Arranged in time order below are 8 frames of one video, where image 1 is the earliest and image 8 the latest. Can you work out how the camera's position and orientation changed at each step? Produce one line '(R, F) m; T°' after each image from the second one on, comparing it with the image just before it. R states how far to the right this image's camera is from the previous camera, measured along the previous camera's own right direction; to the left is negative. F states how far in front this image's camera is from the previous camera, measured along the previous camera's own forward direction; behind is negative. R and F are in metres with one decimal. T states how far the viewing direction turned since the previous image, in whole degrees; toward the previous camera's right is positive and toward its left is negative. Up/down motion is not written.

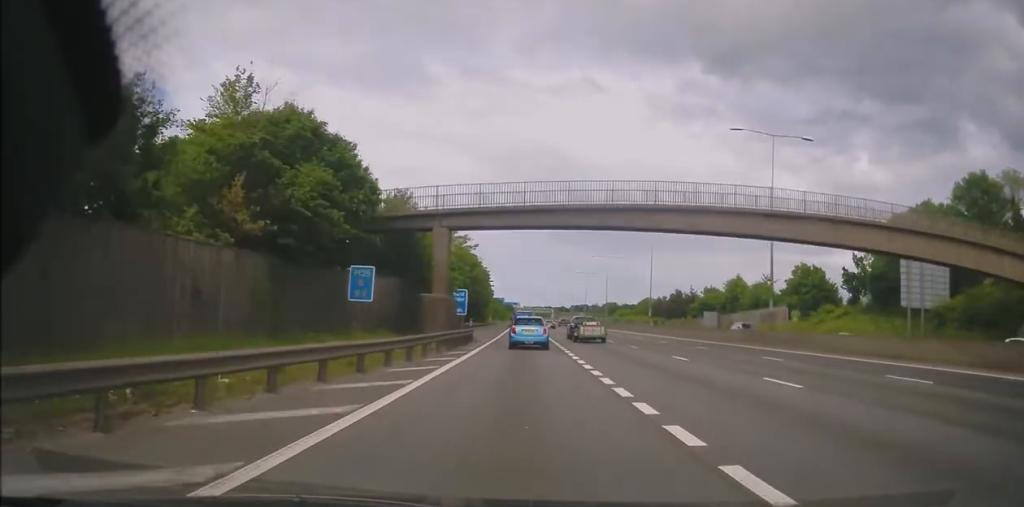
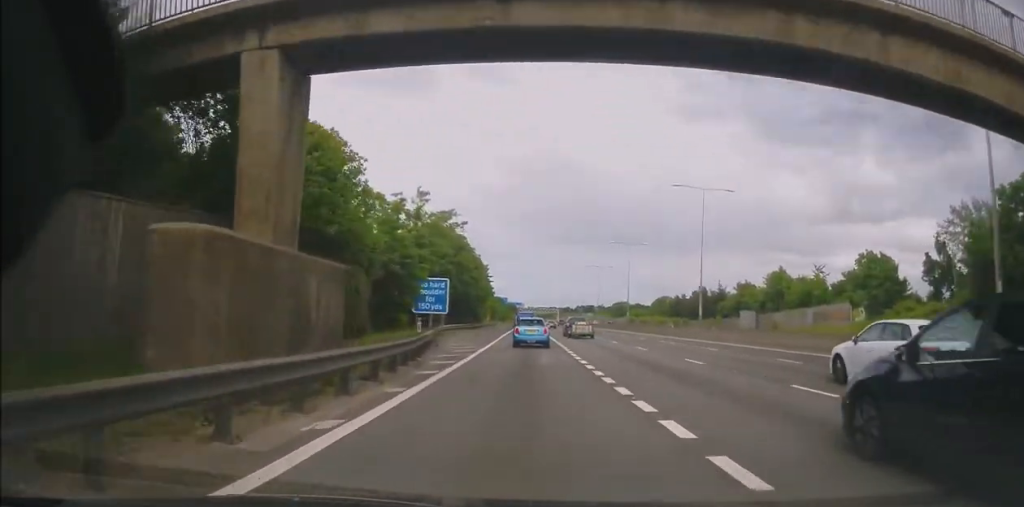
(-0.2, +19.8) m; -1°
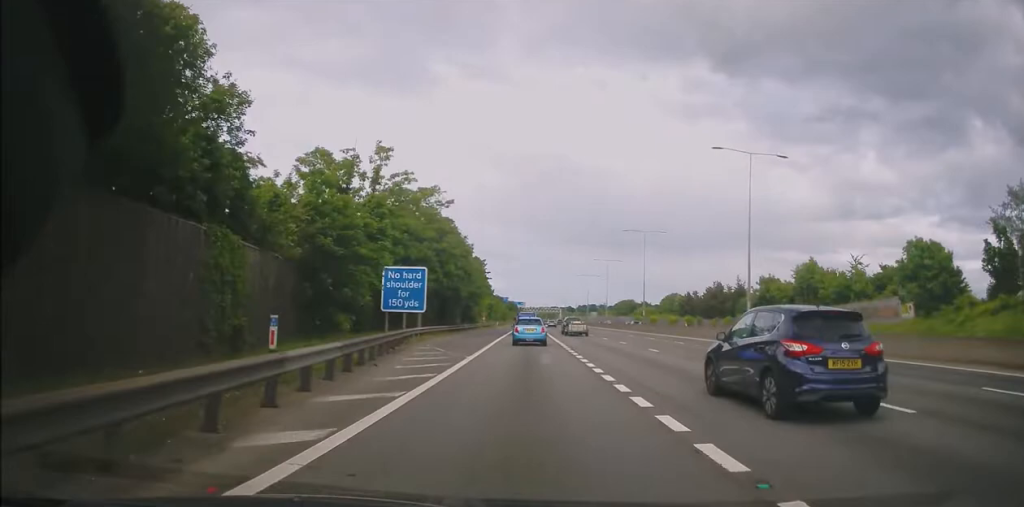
(0.0, +12.1) m; 0°
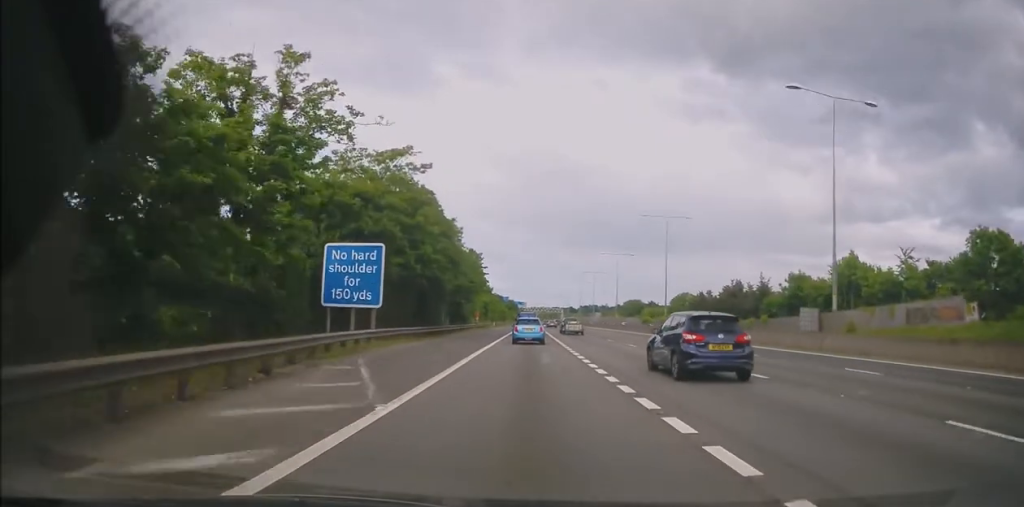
(0.0, +12.2) m; +1°
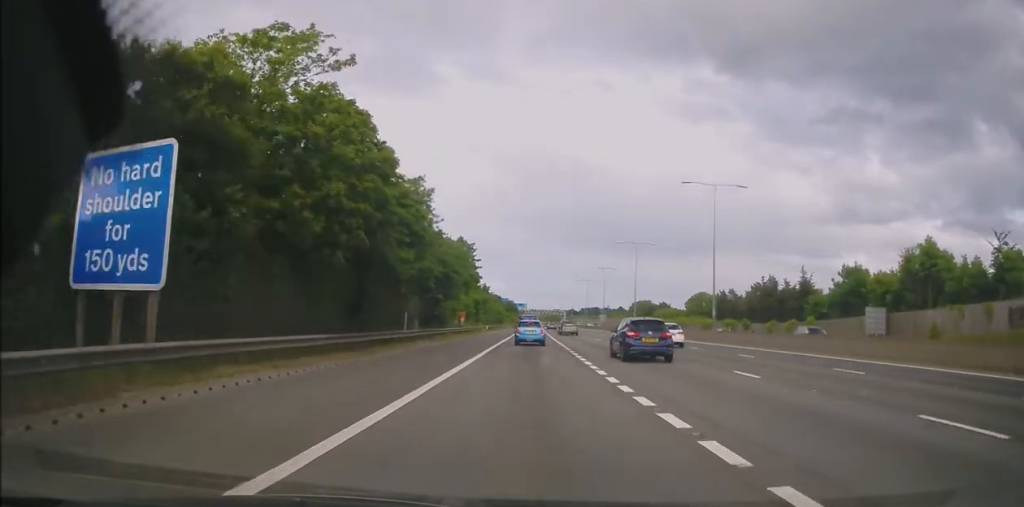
(+0.2, +17.5) m; 0°
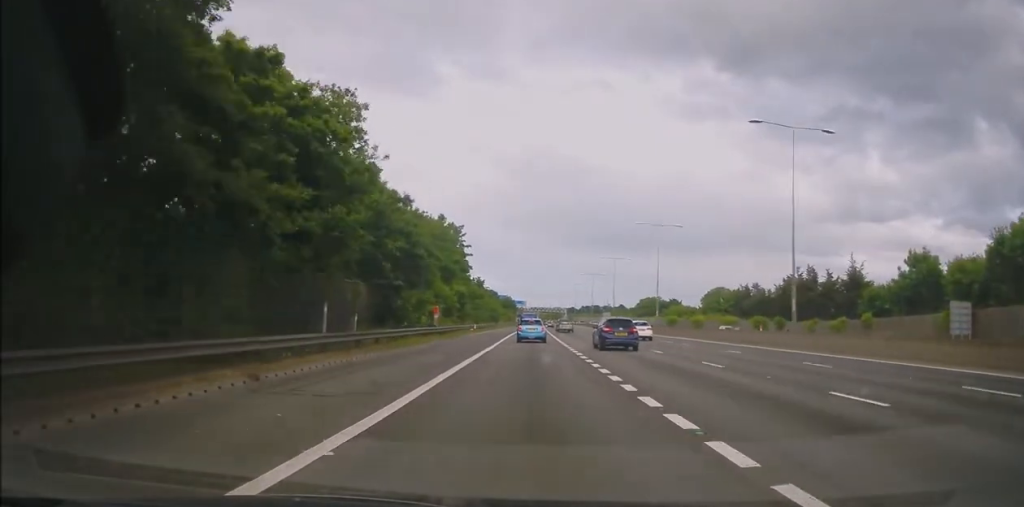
(-0.2, +15.8) m; -1°
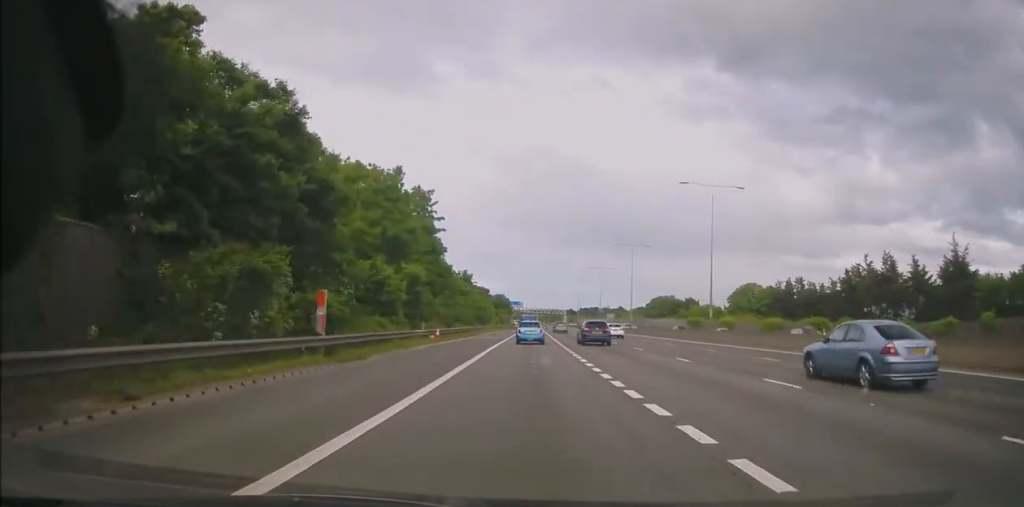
(-0.2, +22.7) m; 0°
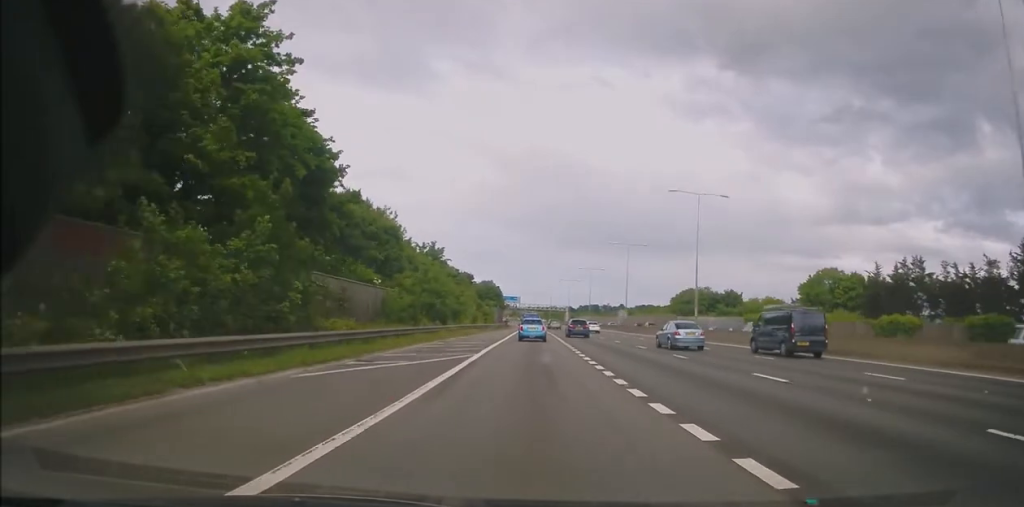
(+0.4, +35.8) m; 0°
